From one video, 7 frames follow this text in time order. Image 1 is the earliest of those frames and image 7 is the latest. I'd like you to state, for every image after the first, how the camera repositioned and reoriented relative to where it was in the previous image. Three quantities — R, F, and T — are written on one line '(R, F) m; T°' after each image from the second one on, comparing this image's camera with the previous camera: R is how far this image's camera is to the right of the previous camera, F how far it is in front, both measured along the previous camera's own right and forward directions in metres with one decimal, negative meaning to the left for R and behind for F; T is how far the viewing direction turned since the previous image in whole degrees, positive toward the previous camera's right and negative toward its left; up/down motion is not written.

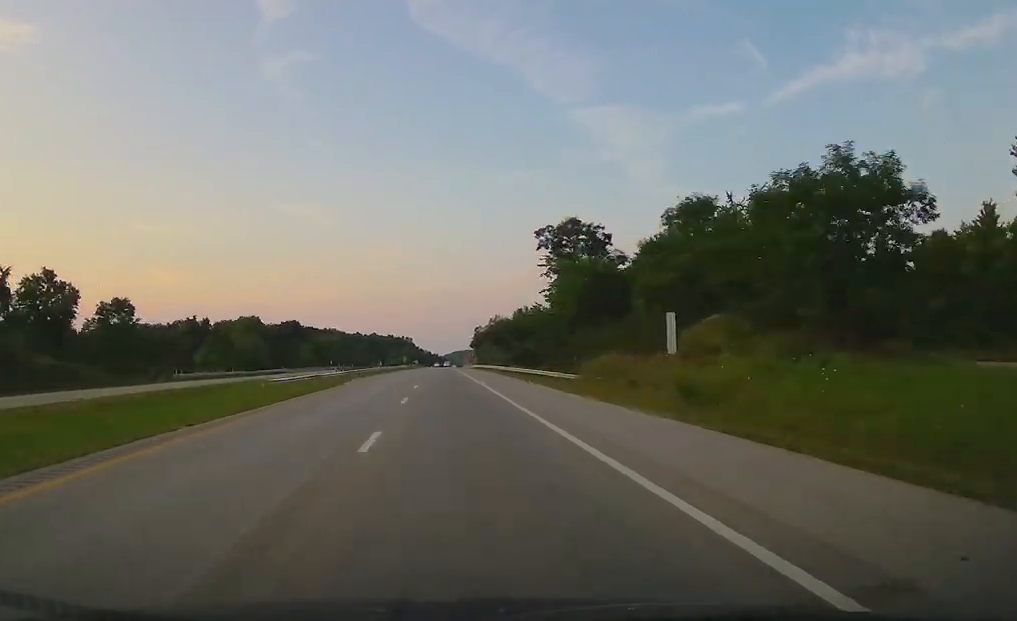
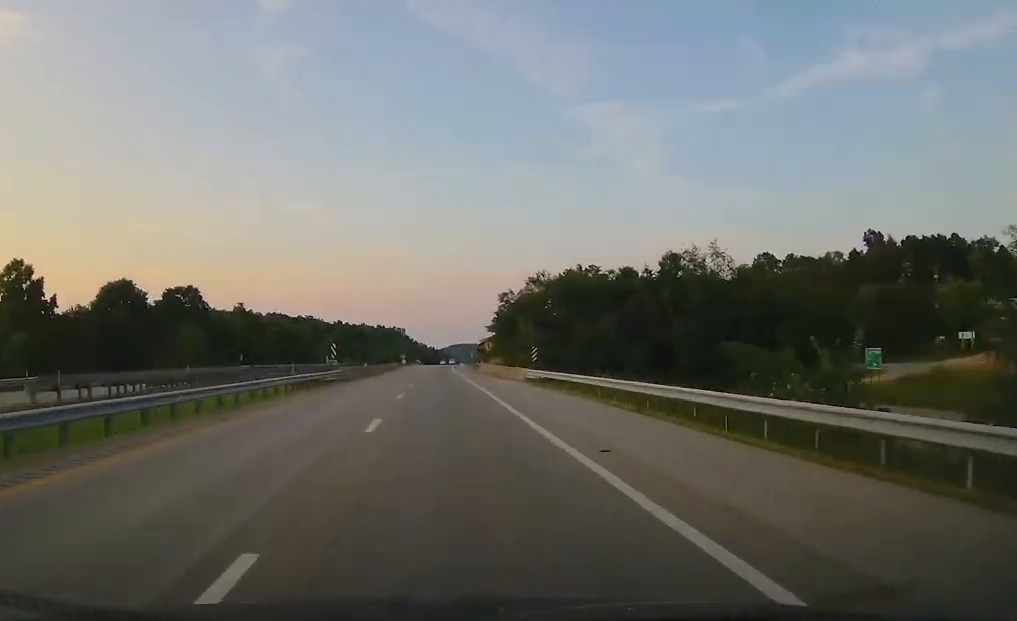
(+0.1, +82.0) m; 0°
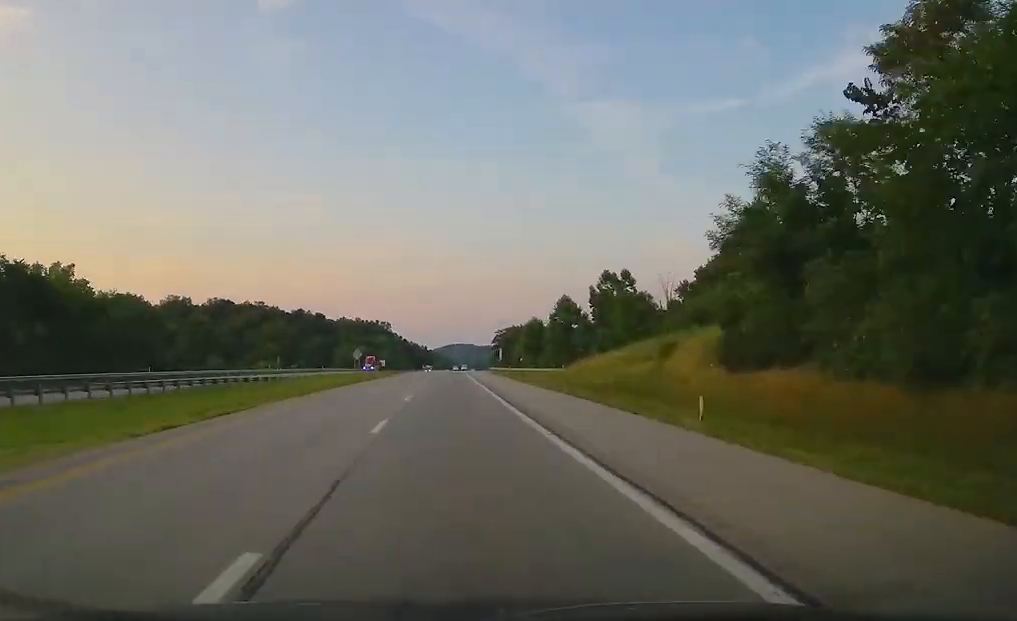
(+0.4, +109.7) m; +1°
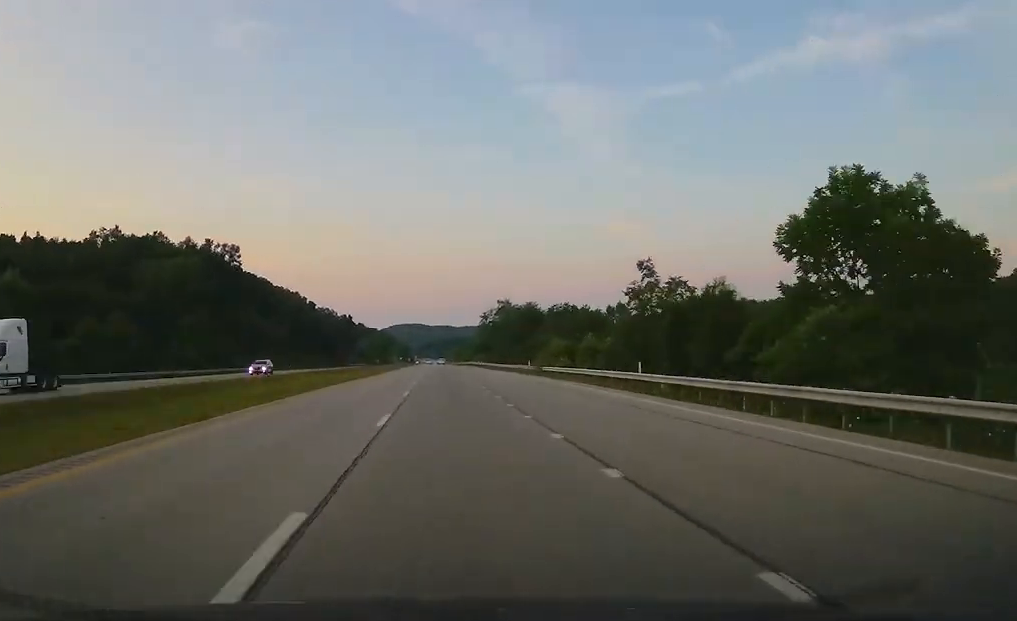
(+9.8, +280.8) m; +3°
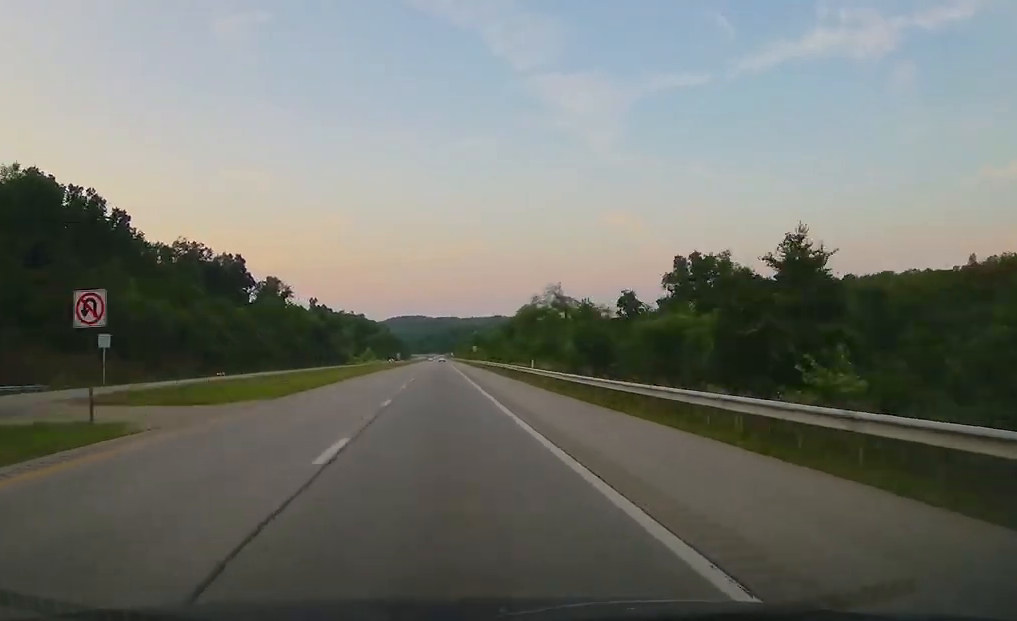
(0.0, +251.3) m; 0°
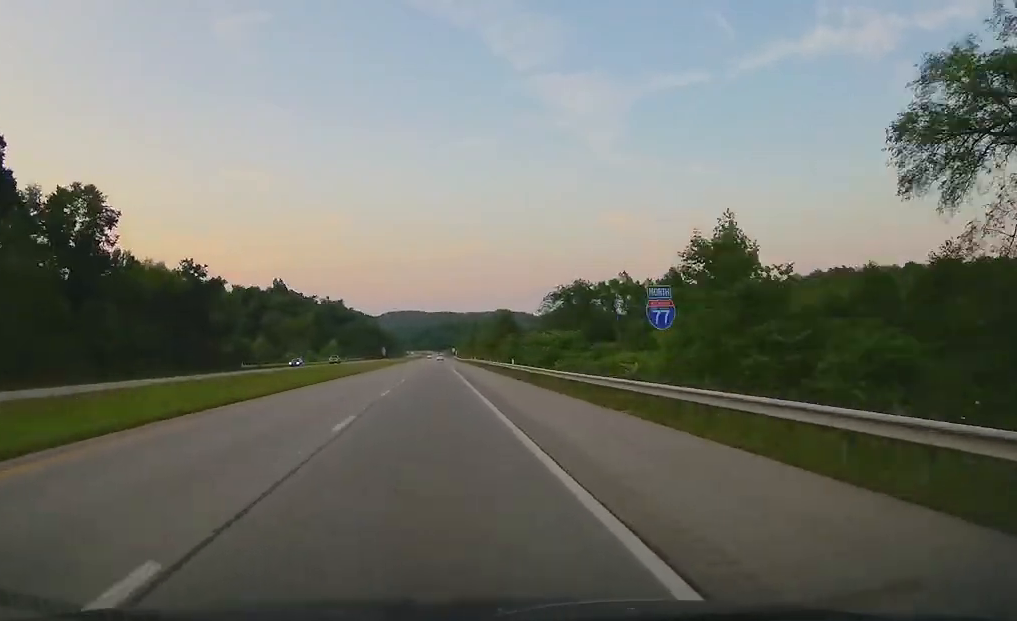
(-0.5, +117.1) m; 0°
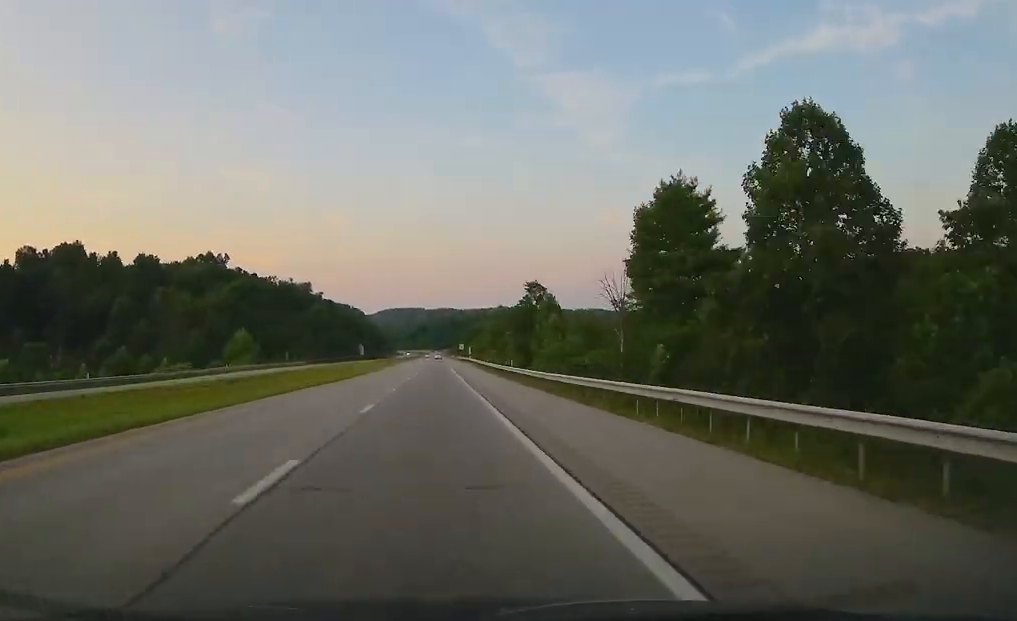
(0.0, +117.1) m; 0°
